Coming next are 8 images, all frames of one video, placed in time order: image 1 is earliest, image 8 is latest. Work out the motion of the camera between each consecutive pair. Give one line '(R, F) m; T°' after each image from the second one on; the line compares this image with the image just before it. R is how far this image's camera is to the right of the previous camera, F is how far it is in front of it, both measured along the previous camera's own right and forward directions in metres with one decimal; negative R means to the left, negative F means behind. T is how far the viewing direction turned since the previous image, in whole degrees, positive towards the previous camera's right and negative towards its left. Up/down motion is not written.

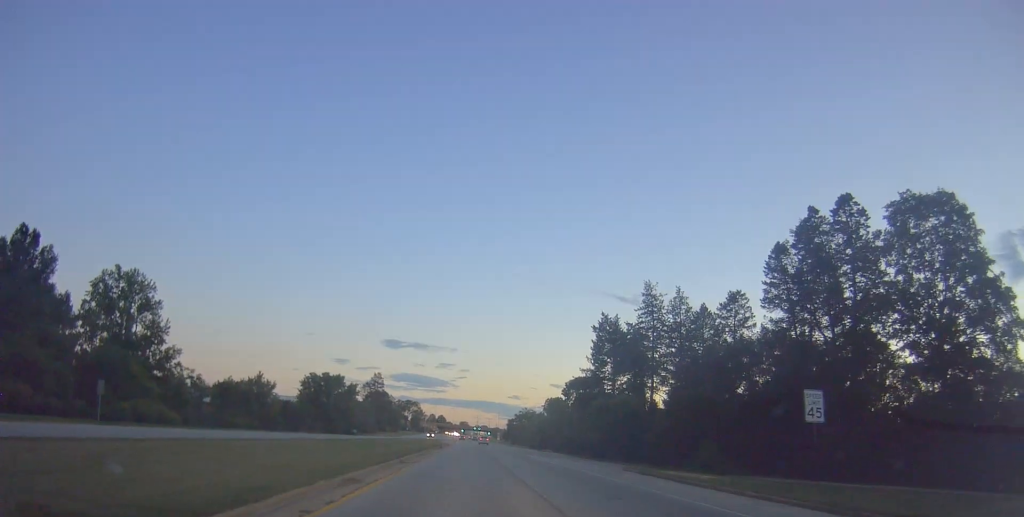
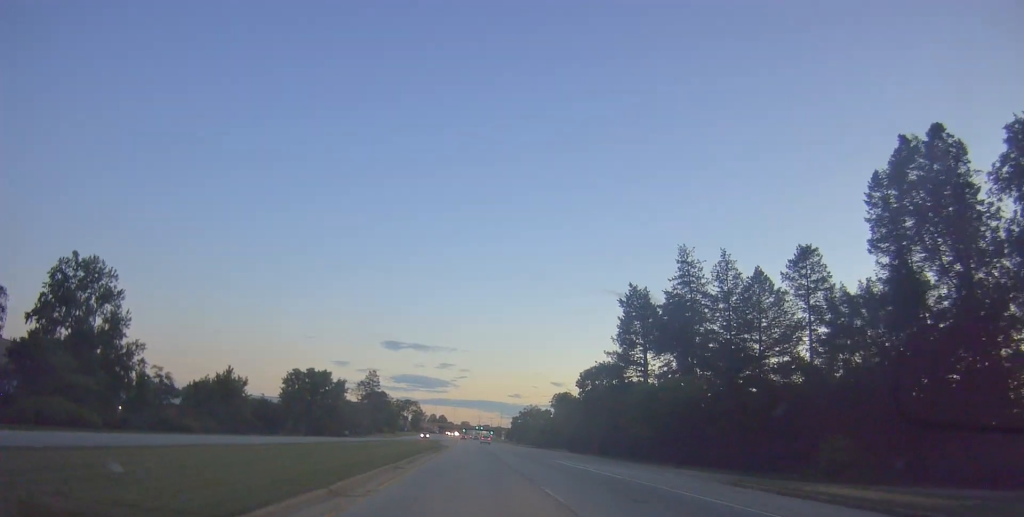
(+0.2, +13.6) m; 0°
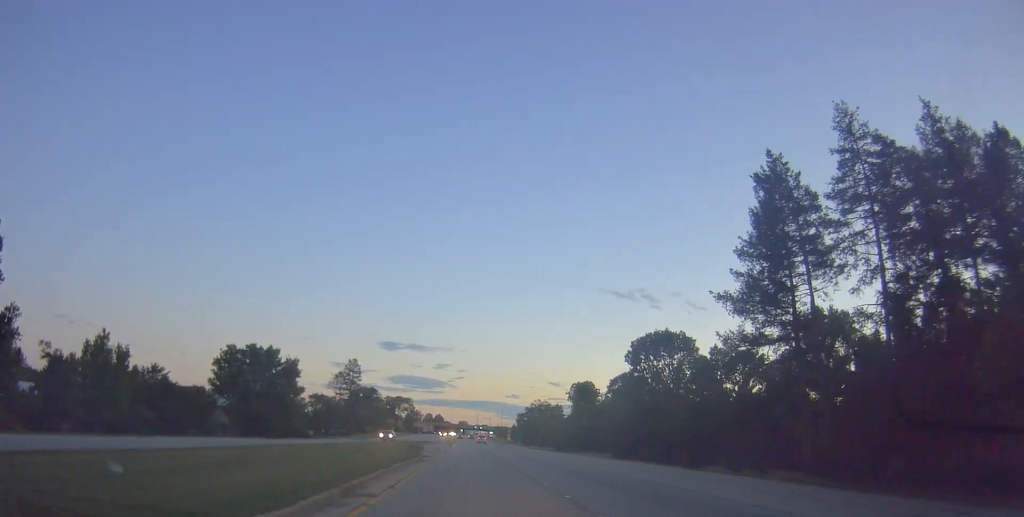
(-0.3, +32.4) m; -1°
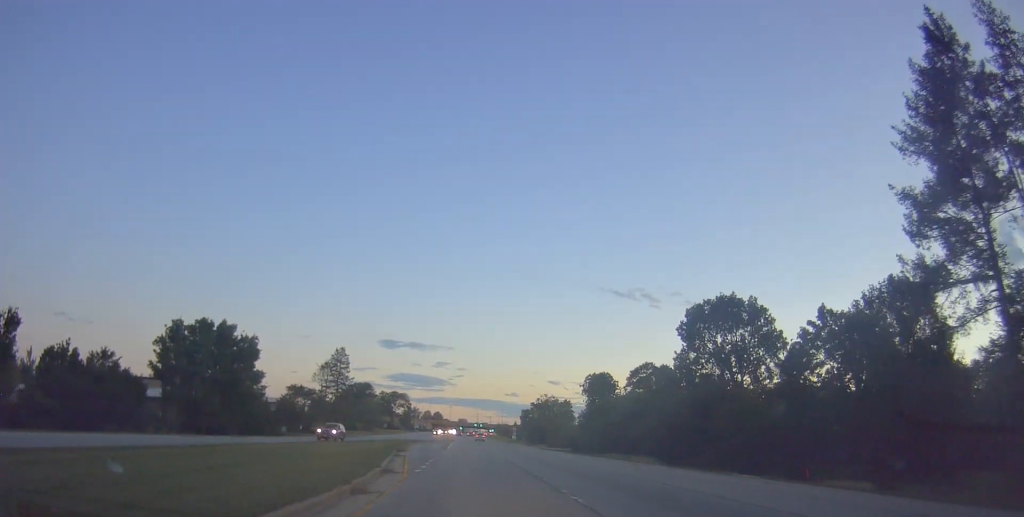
(-0.1, +17.4) m; +1°
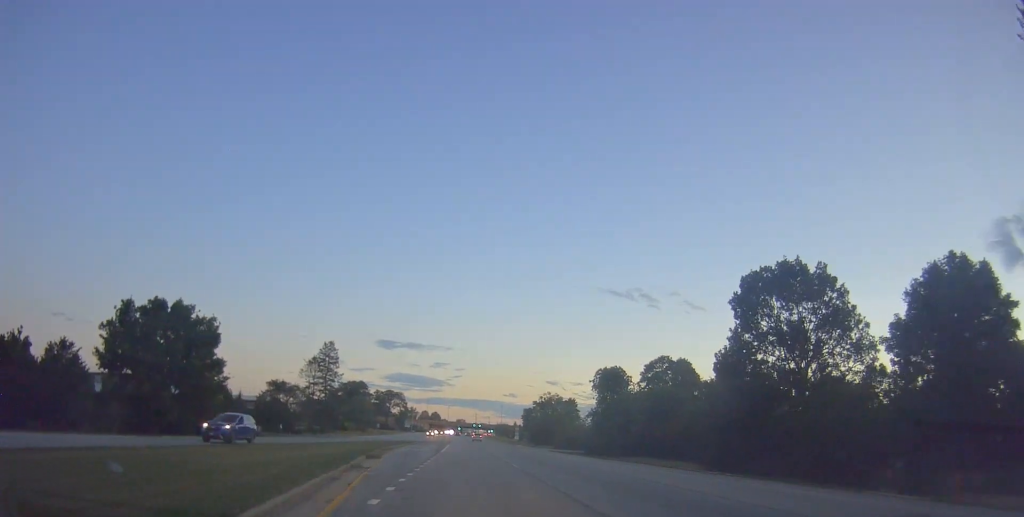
(+0.2, +11.3) m; 0°
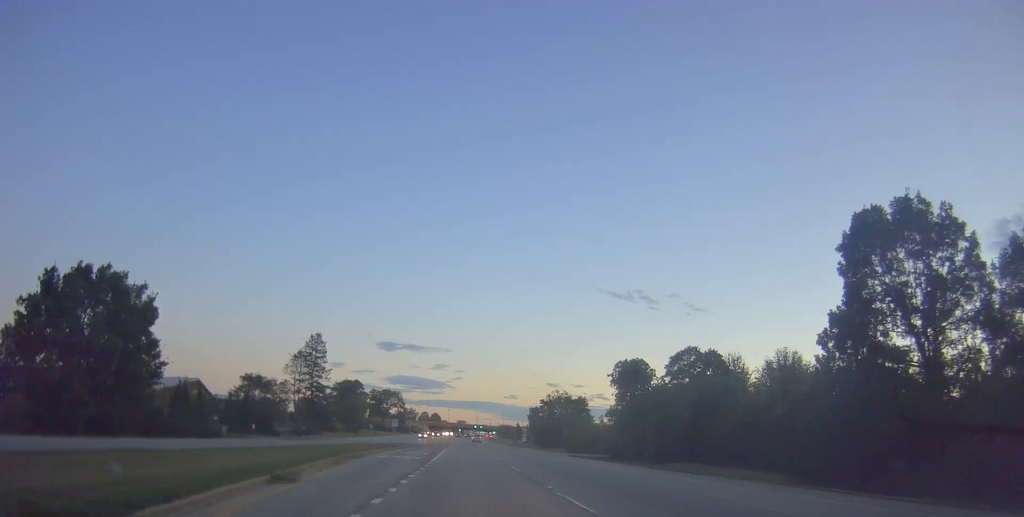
(+0.1, +13.7) m; 0°
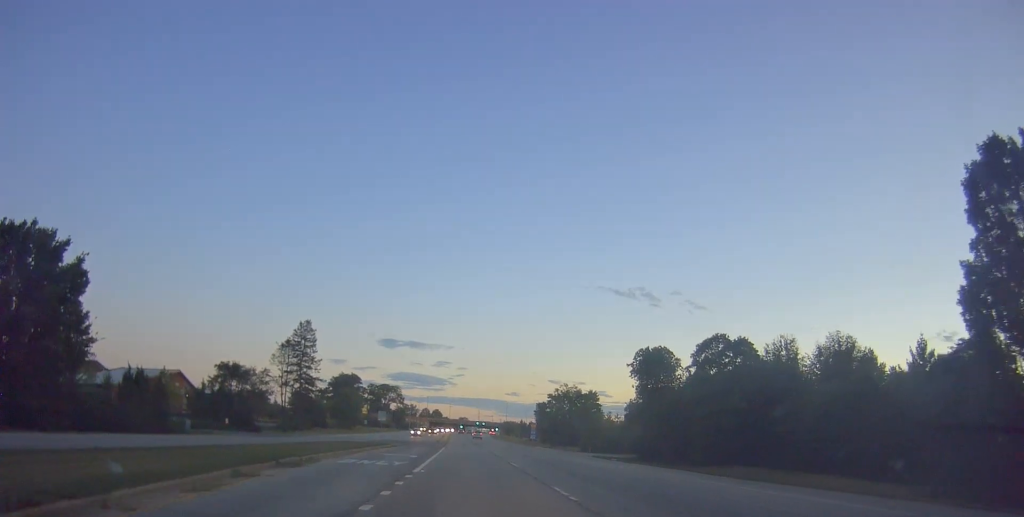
(-0.2, +10.8) m; 0°
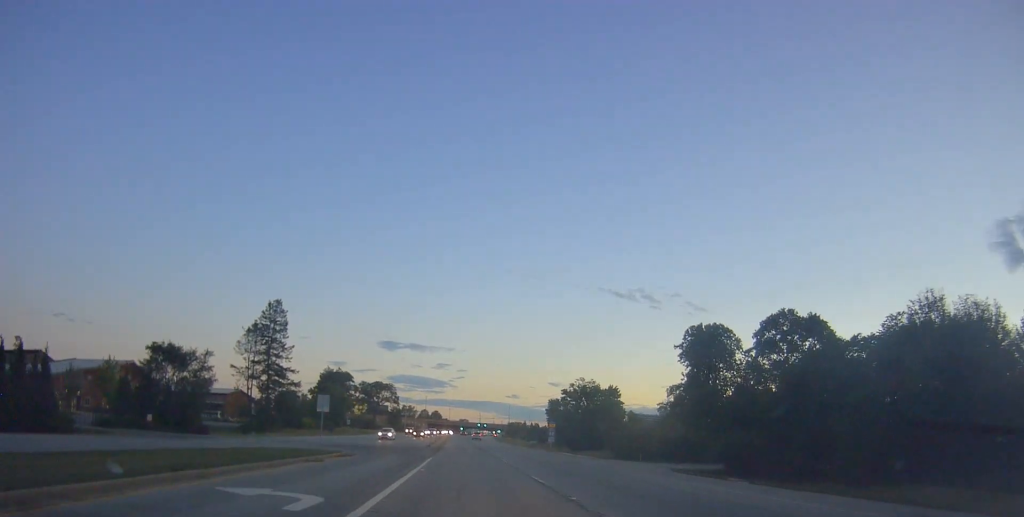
(0.0, +20.2) m; +1°
